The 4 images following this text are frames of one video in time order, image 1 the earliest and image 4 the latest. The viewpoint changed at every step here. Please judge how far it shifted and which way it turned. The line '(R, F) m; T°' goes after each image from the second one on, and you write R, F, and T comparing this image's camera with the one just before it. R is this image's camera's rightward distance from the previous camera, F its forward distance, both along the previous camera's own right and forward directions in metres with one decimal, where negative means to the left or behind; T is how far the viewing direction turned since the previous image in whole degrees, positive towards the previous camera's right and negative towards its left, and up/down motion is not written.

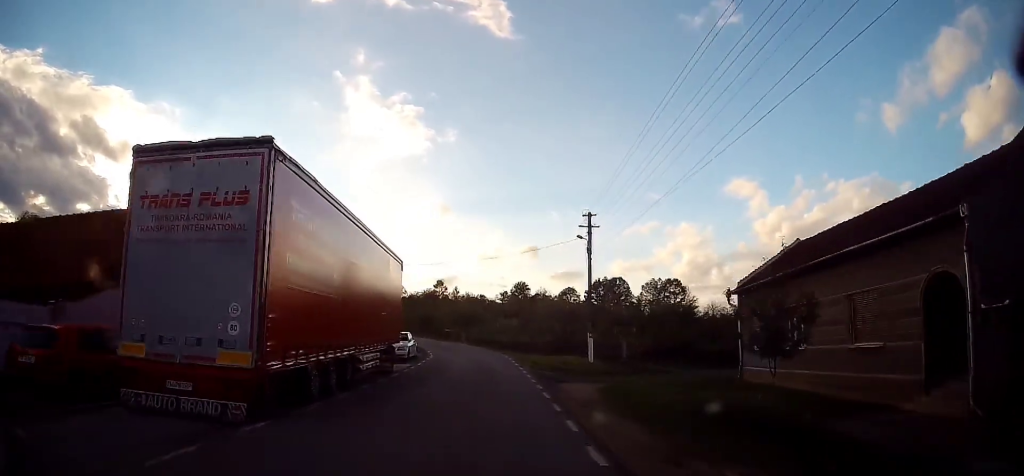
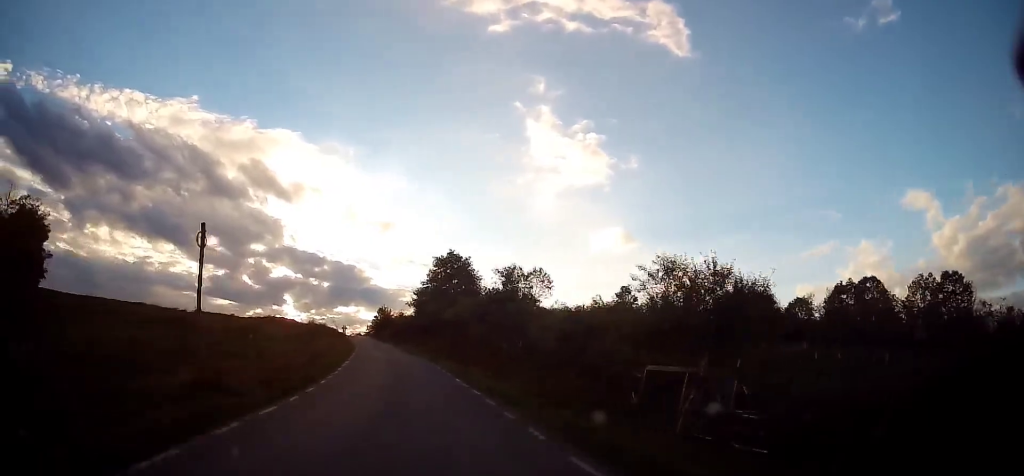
(-3.2, +42.7) m; -15°
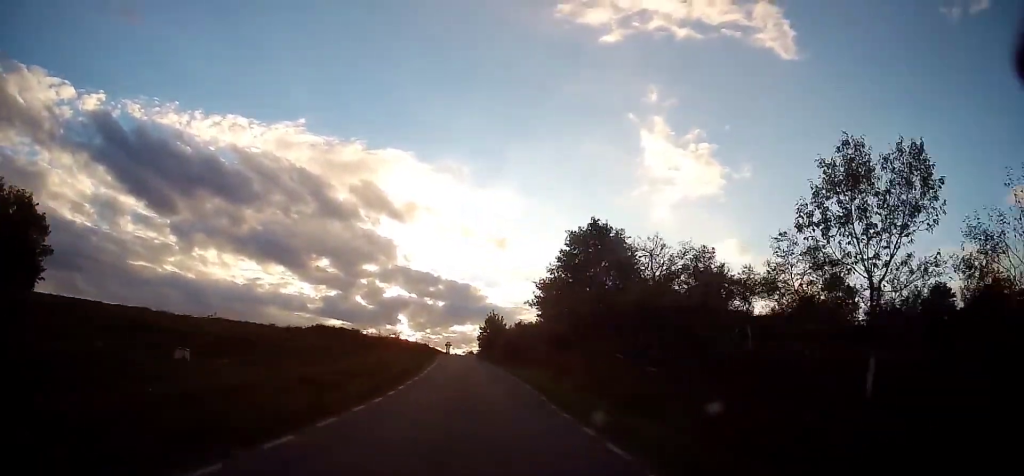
(-5.5, +25.7) m; -17°
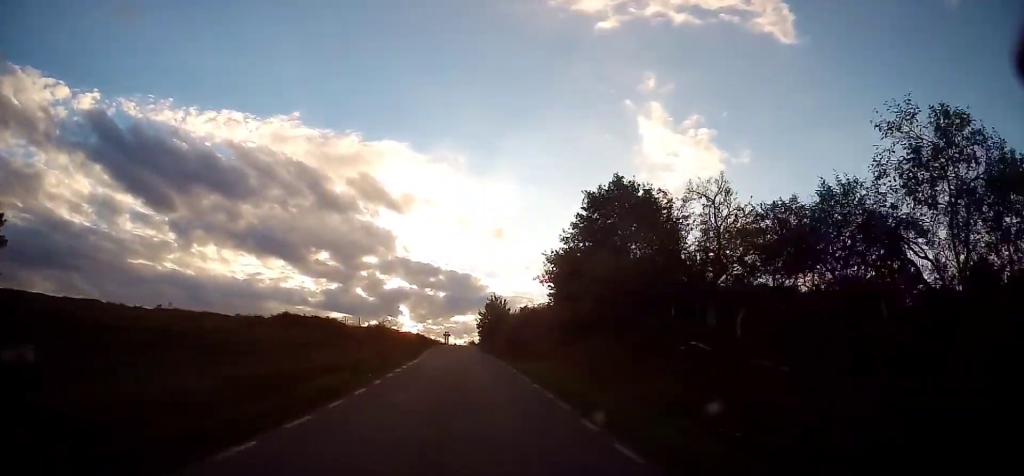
(+0.2, +8.9) m; 0°
